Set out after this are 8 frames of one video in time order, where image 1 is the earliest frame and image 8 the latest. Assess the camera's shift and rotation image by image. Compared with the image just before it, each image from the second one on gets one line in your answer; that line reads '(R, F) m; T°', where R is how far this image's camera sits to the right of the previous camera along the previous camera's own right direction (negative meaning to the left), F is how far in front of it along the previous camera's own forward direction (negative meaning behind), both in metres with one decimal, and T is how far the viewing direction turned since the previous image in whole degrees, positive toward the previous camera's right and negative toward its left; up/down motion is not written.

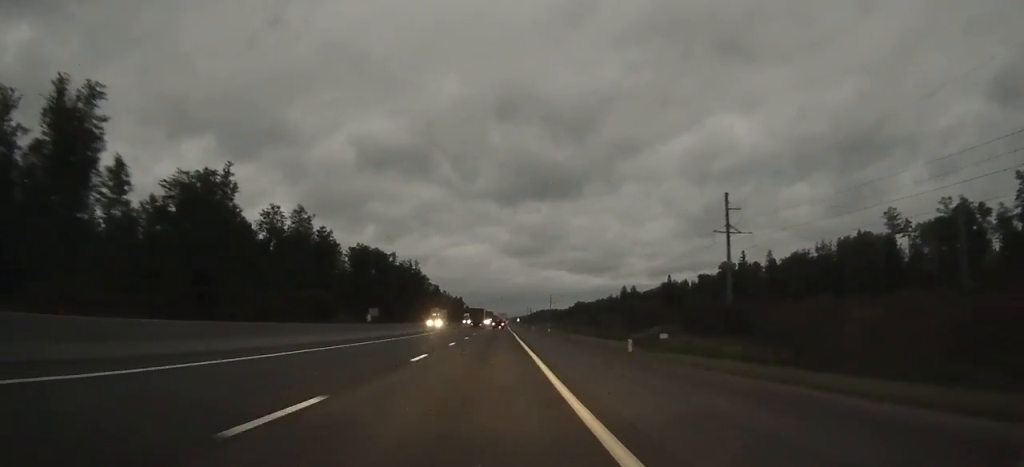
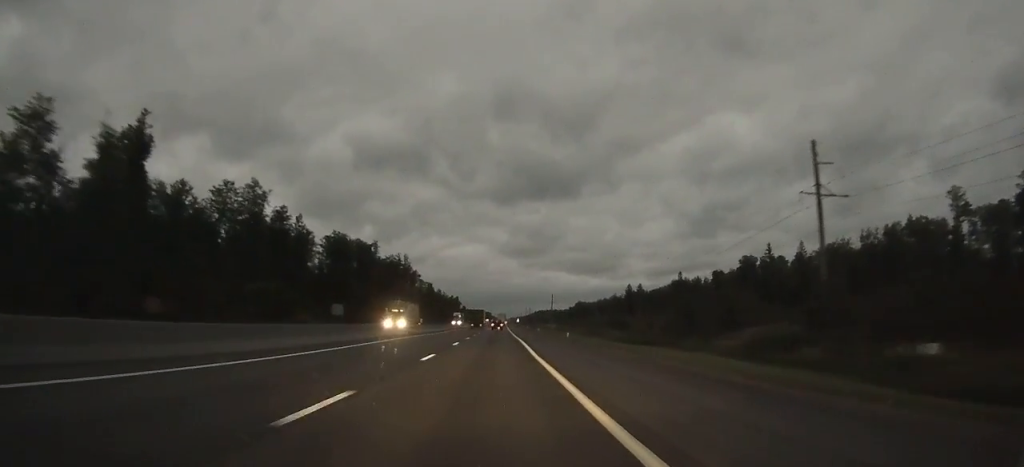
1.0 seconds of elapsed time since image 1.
(-0.1, +23.2) m; 0°
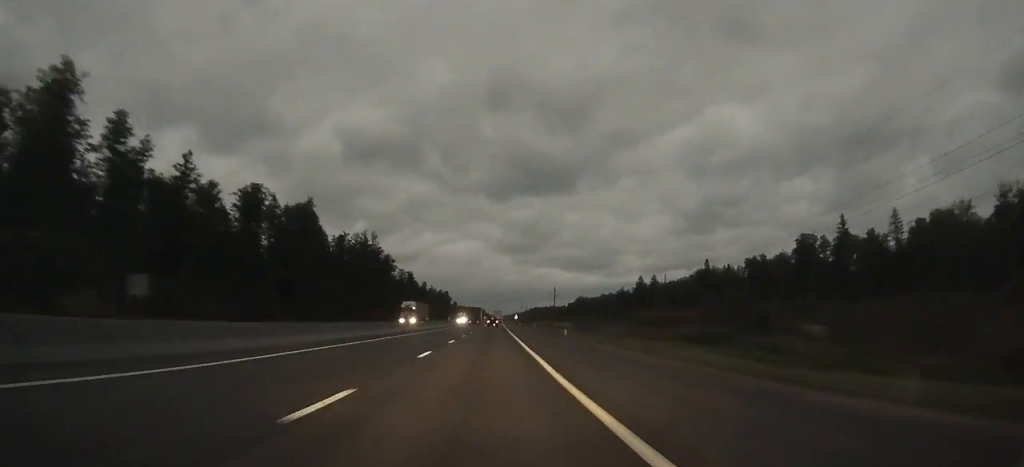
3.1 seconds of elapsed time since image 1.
(-0.2, +47.8) m; 0°
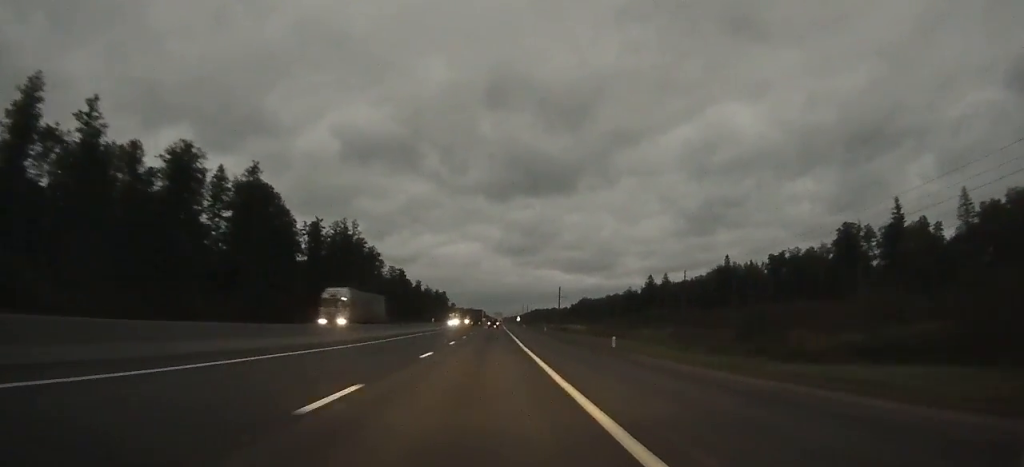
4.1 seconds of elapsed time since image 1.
(0.0, +23.1) m; 0°
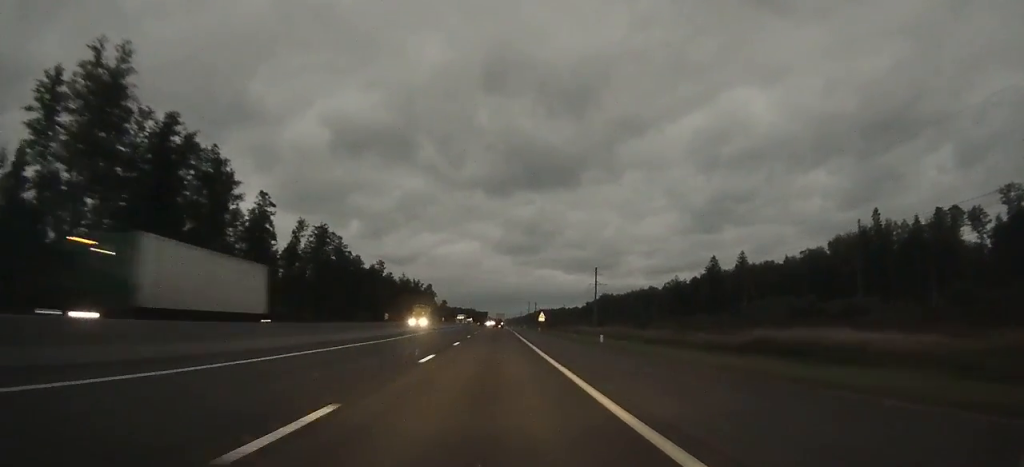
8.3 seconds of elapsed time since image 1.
(0.0, +98.0) m; 0°
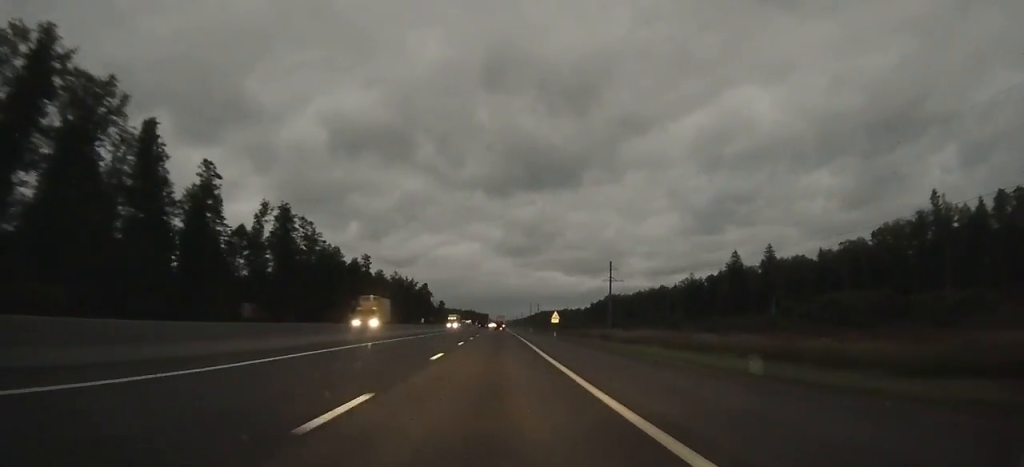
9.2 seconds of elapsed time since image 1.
(0.0, +22.1) m; 0°
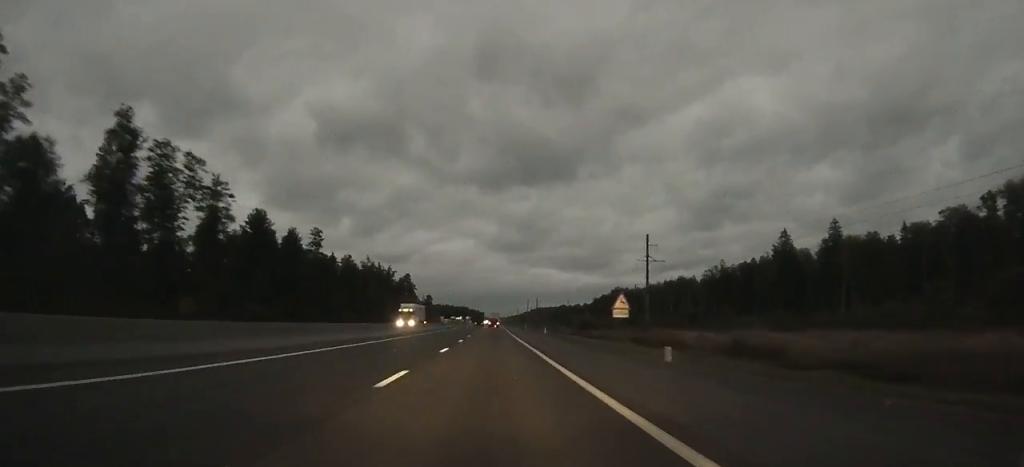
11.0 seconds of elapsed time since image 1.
(+0.1, +43.0) m; 0°
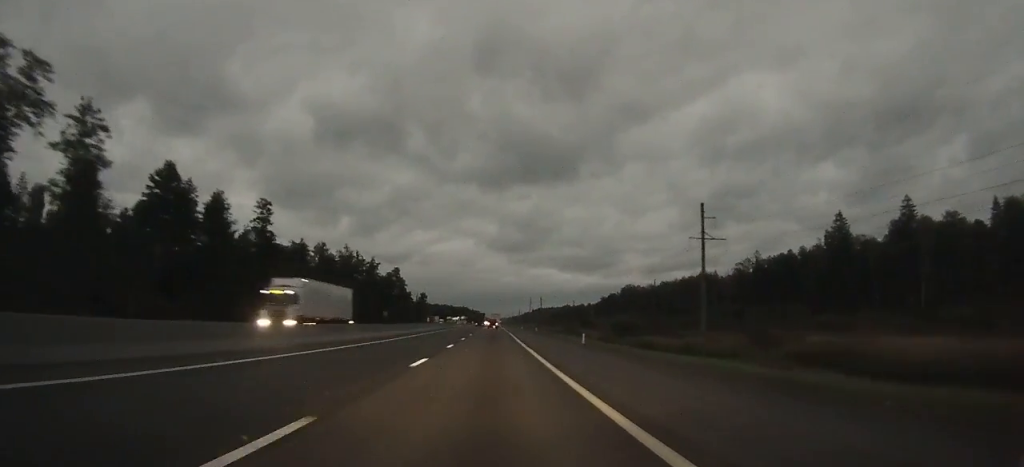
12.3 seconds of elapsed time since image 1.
(0.0, +30.5) m; 0°
